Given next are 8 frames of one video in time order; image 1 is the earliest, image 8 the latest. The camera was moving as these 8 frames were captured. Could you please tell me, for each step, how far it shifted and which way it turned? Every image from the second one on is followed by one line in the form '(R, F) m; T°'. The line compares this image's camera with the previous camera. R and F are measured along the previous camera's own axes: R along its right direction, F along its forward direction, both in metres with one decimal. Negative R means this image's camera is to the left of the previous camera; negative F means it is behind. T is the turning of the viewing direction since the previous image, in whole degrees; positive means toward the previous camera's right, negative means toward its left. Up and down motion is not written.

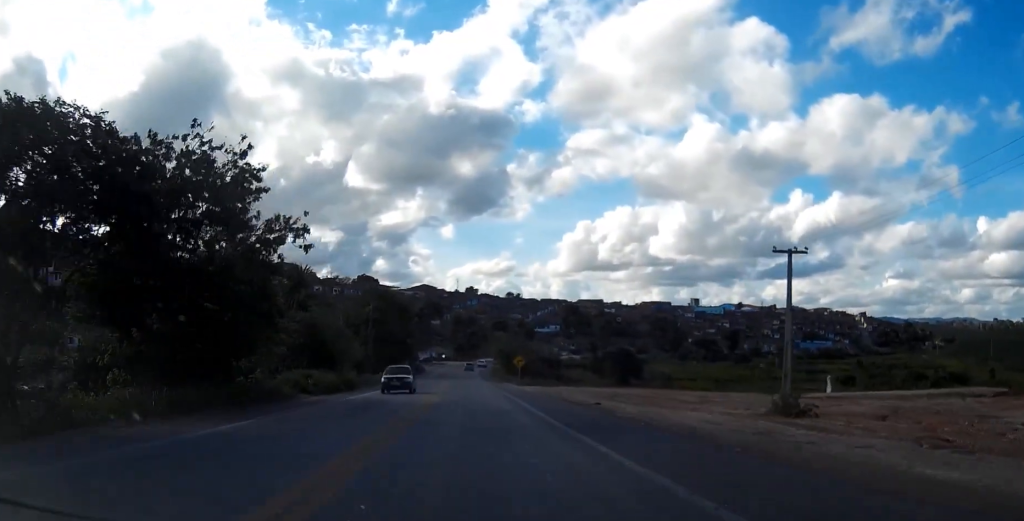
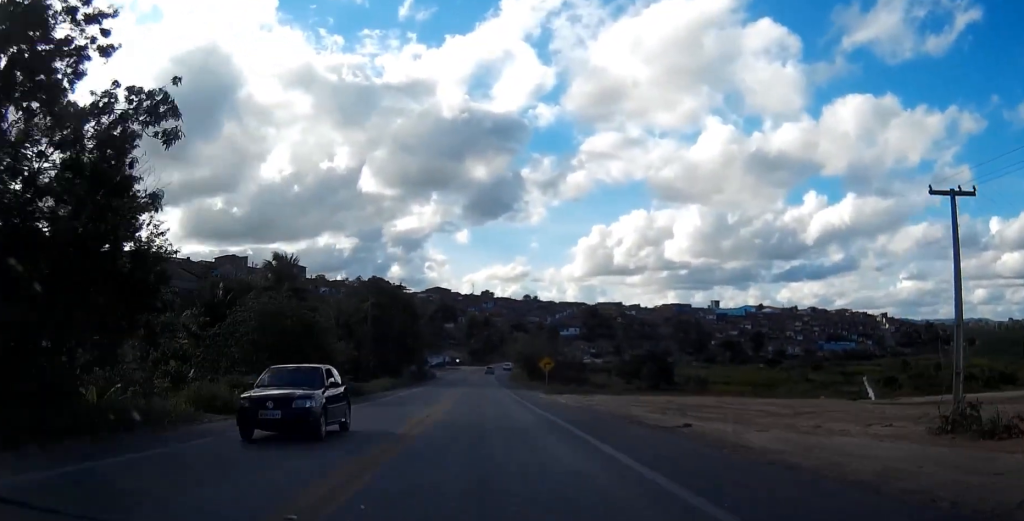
(-0.2, +14.3) m; -1°
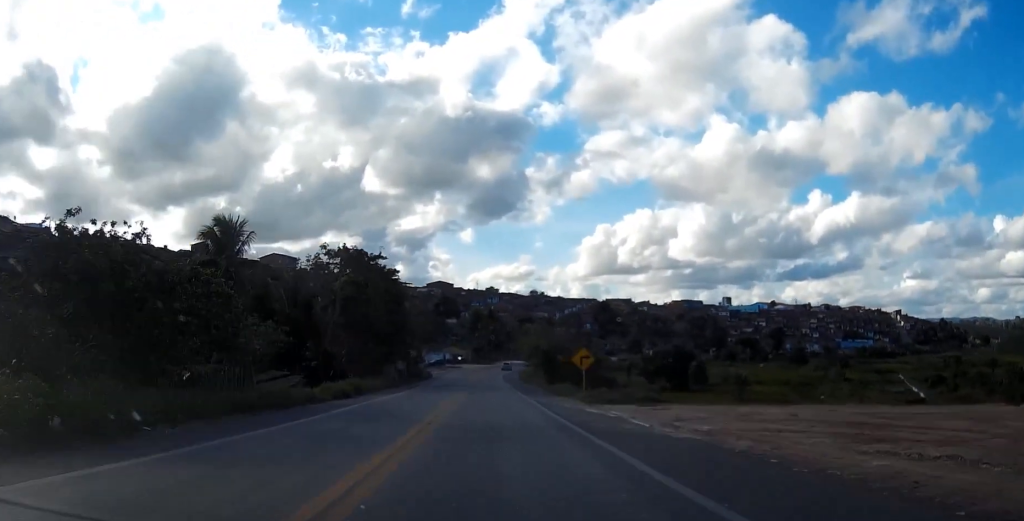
(-0.3, +19.9) m; -1°
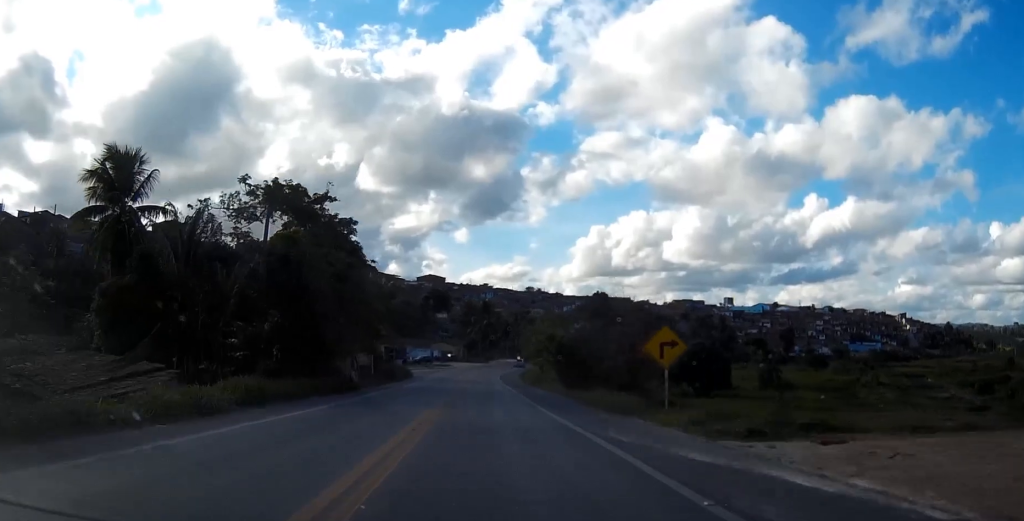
(-0.1, +19.3) m; 0°
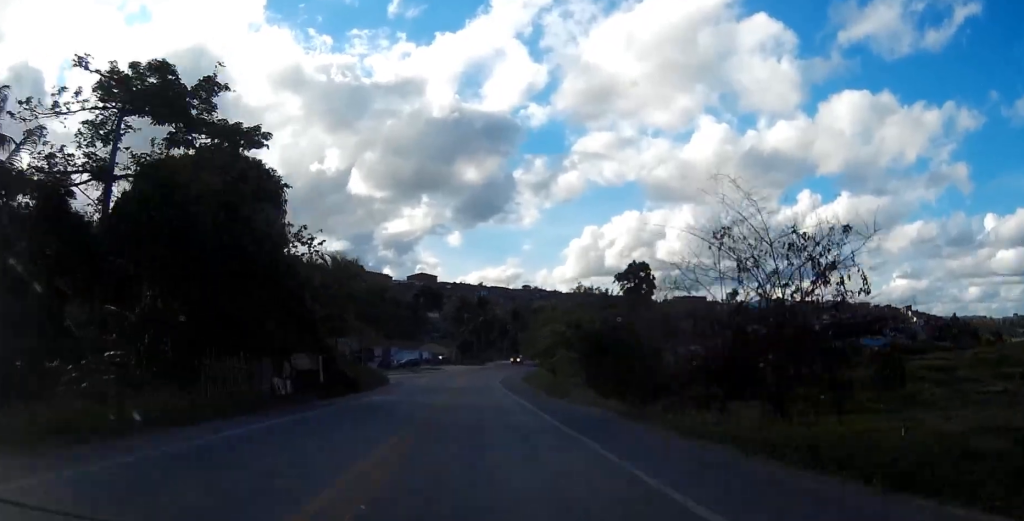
(0.0, +17.9) m; +1°
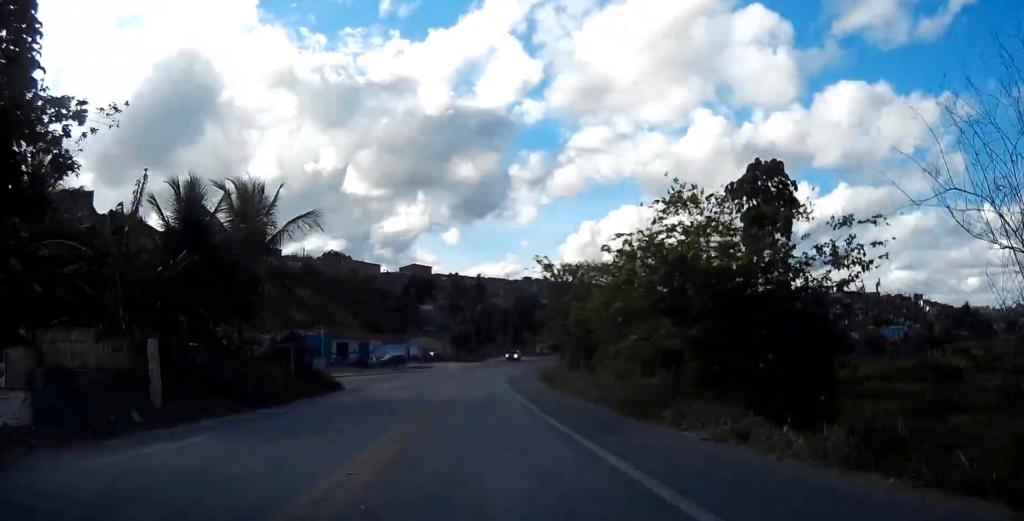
(+0.1, +21.9) m; 0°
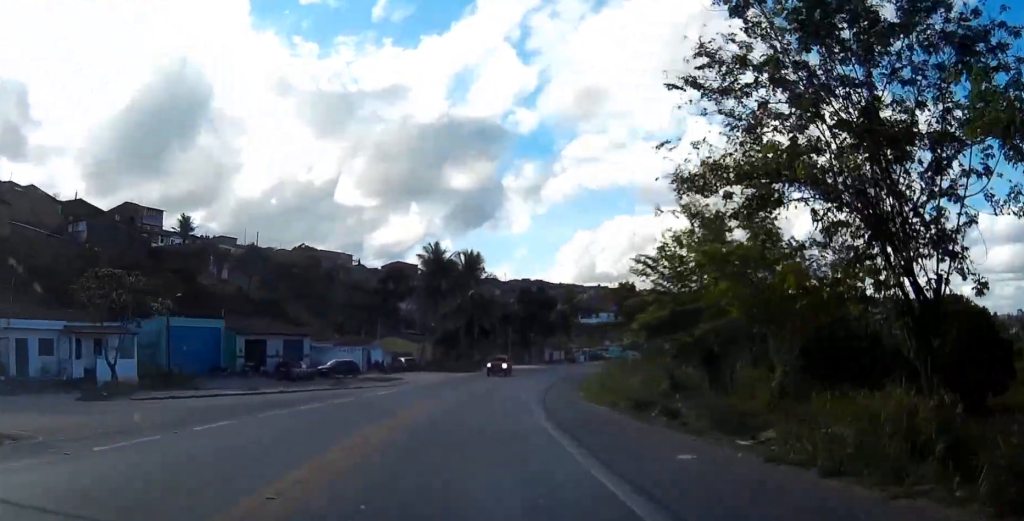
(-0.1, +35.2) m; 0°
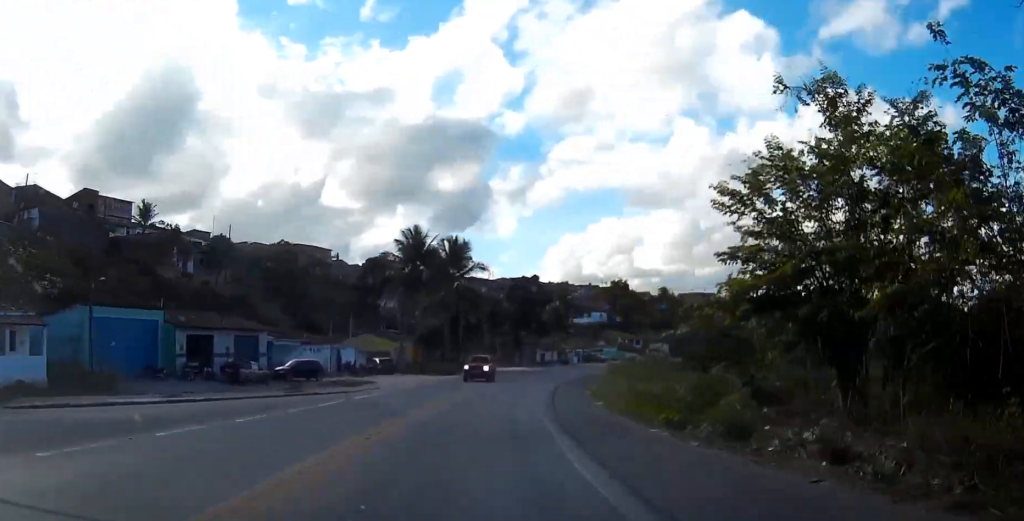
(+0.1, +9.7) m; +1°
